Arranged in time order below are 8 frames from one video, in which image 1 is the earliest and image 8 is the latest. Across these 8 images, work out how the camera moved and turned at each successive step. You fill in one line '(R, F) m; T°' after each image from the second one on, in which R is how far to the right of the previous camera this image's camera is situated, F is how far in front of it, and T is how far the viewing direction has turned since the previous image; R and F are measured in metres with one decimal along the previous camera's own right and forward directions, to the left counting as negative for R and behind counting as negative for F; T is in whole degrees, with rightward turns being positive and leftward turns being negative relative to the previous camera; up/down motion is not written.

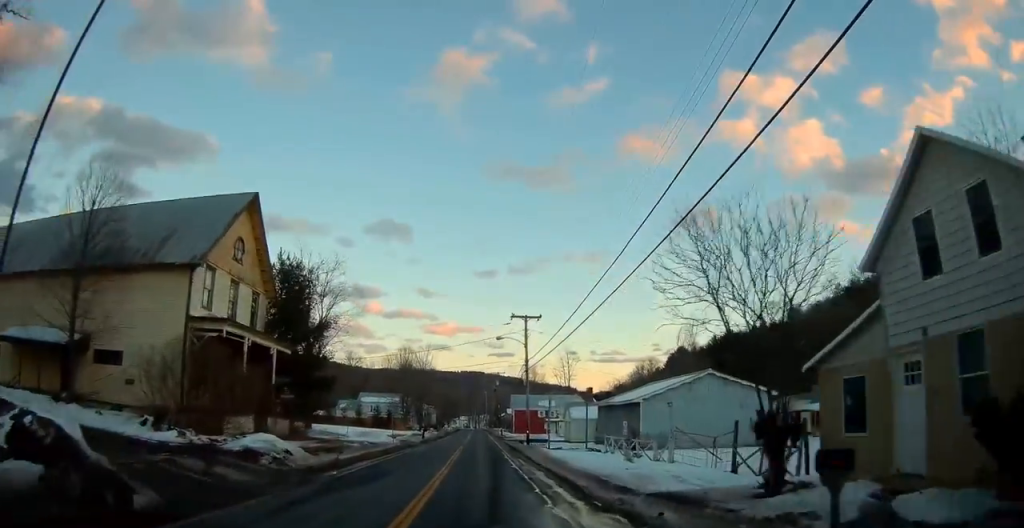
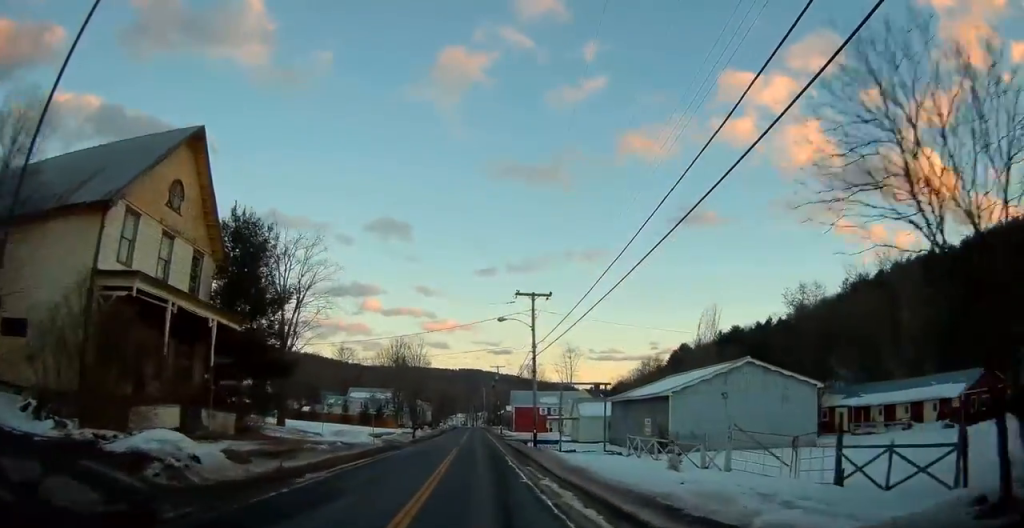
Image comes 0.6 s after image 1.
(0.0, +7.4) m; +1°
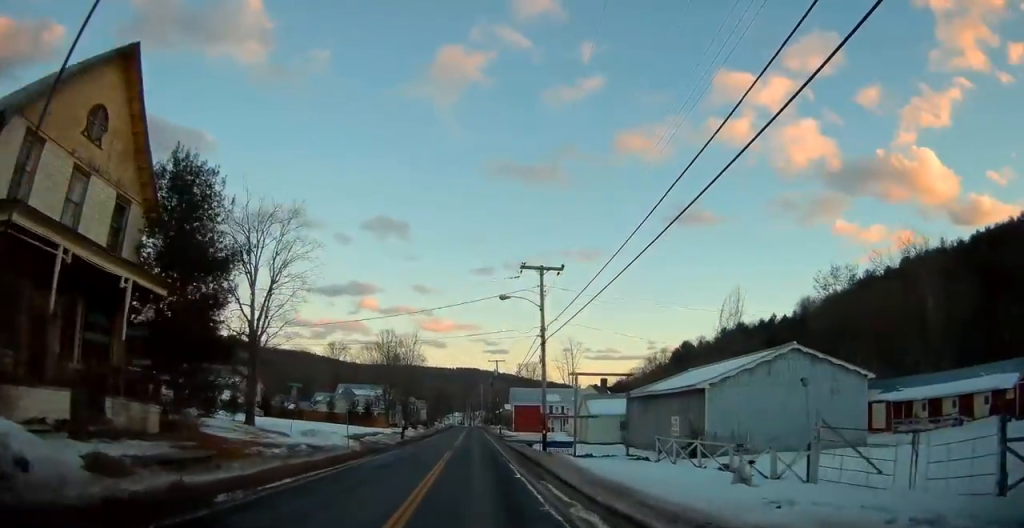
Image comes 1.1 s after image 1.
(0.0, +6.5) m; +1°
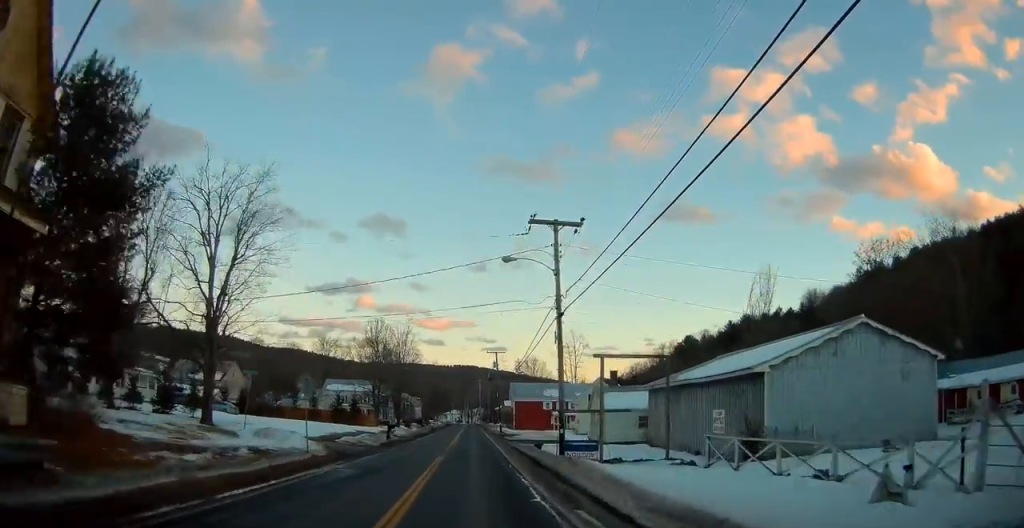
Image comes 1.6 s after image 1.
(+0.1, +7.2) m; +1°
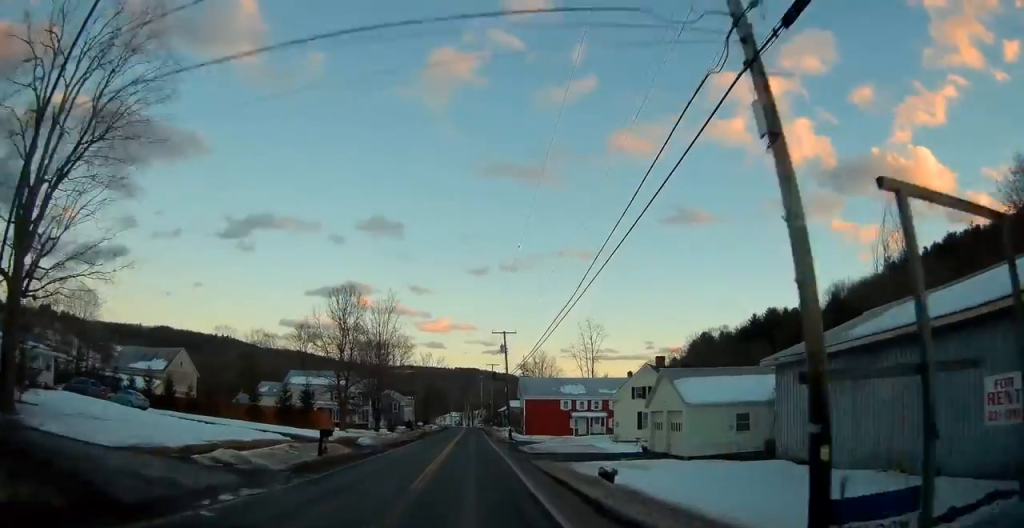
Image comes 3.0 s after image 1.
(+0.2, +19.0) m; +1°
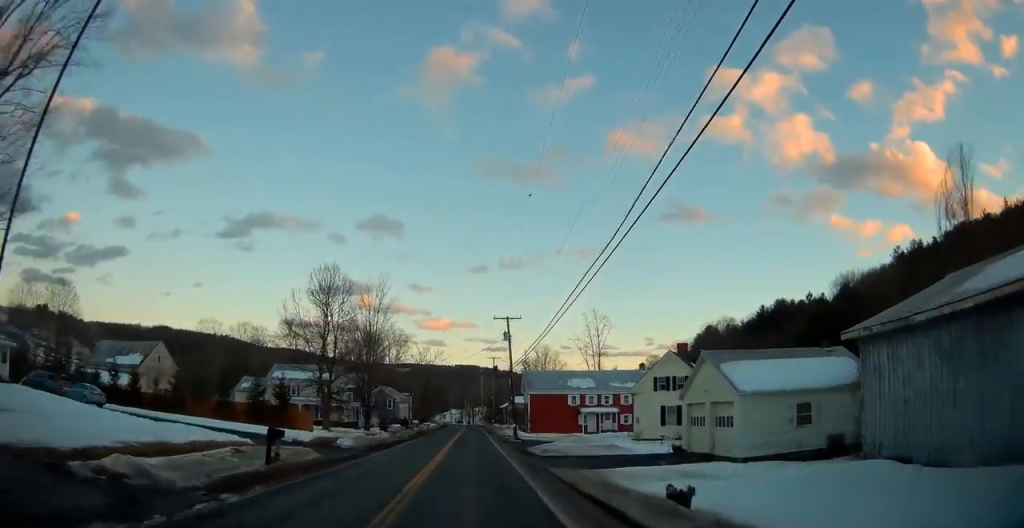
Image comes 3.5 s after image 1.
(0.0, +6.3) m; -1°
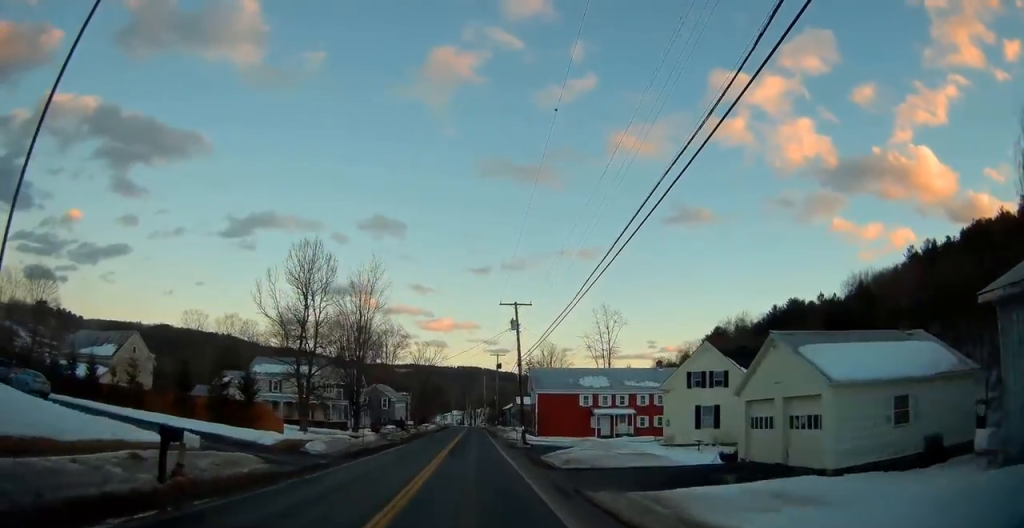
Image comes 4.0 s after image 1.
(+0.1, +6.7) m; -1°
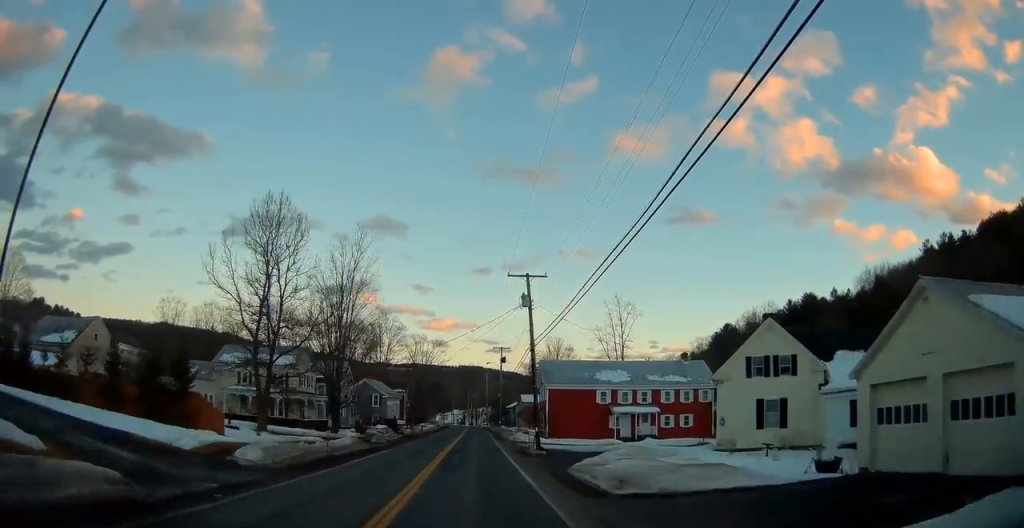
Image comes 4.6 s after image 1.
(-0.2, +8.4) m; 0°
